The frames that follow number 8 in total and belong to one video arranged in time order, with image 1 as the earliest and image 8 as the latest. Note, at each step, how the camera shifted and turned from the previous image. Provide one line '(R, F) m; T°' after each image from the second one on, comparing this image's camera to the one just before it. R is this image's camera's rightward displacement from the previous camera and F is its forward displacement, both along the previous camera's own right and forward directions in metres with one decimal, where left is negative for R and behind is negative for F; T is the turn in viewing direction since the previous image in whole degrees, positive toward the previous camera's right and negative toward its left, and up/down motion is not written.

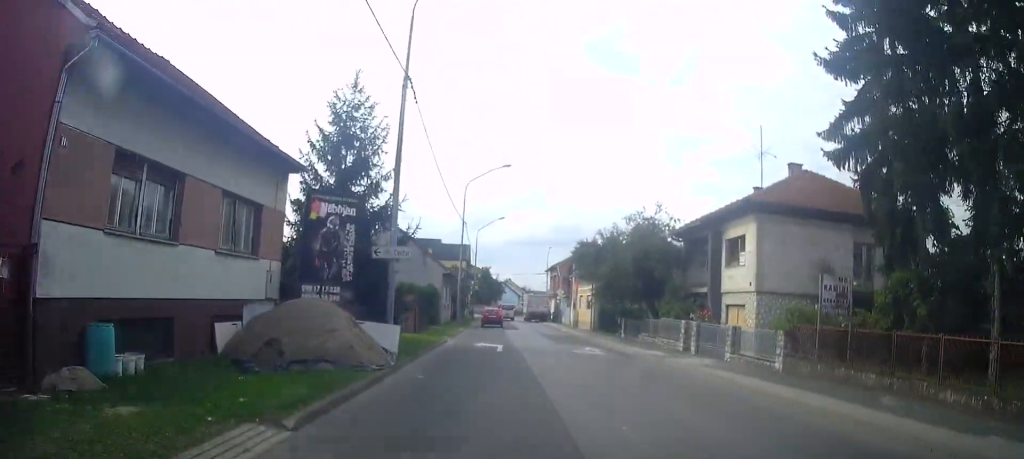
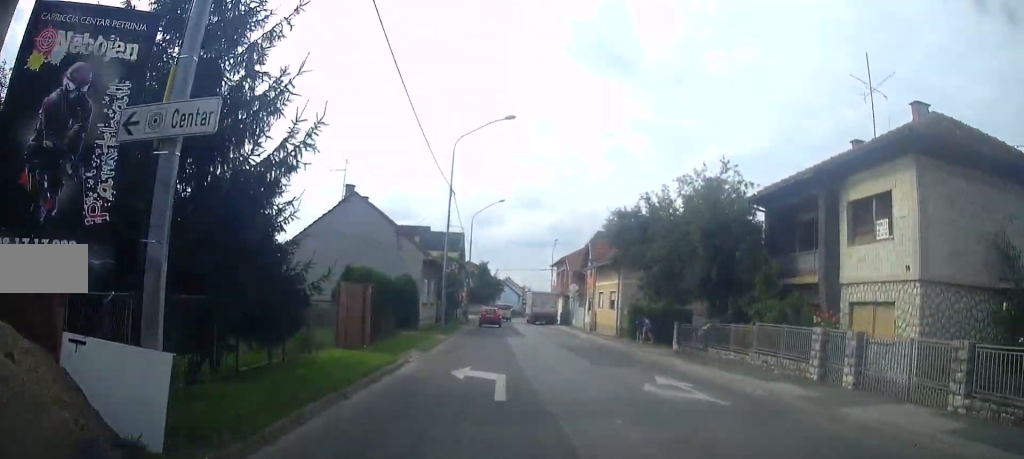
(0.0, +10.6) m; 0°
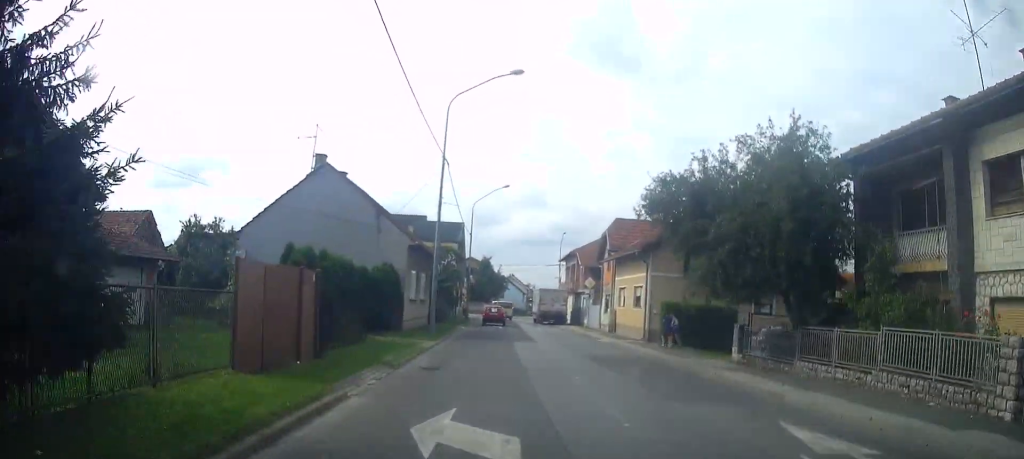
(+0.1, +6.2) m; 0°
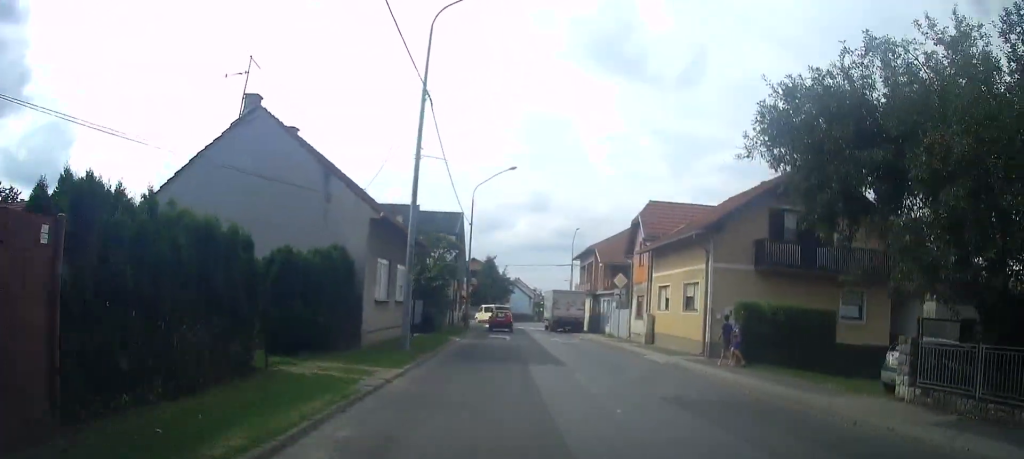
(-0.1, +7.9) m; 0°
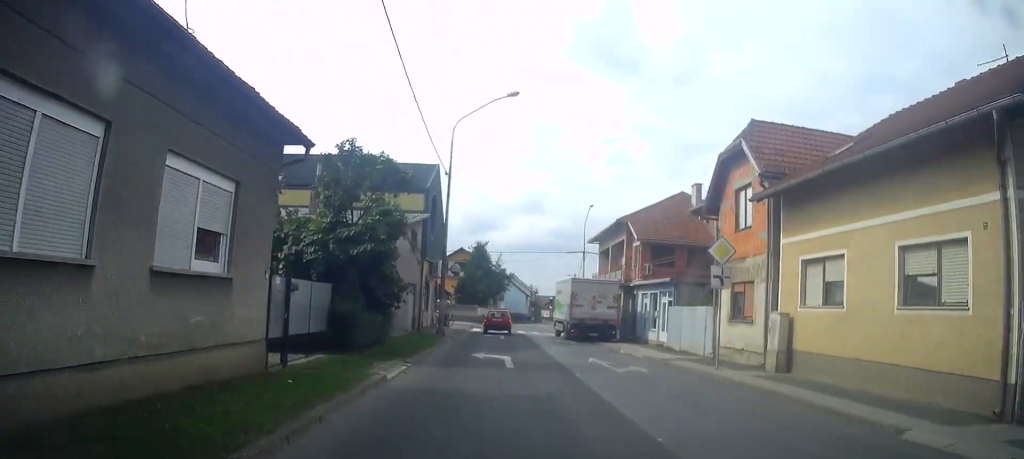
(+0.2, +14.3) m; +2°
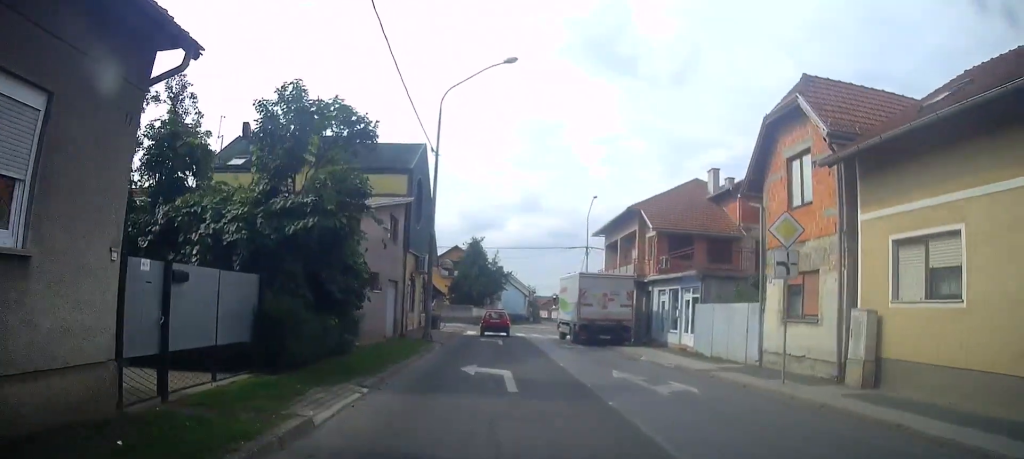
(+0.1, +3.8) m; 0°
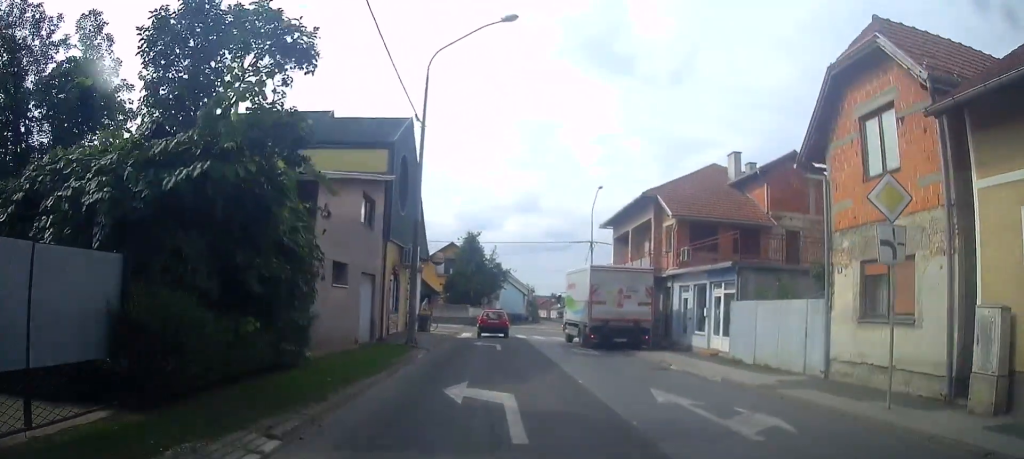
(+0.1, +3.6) m; 0°
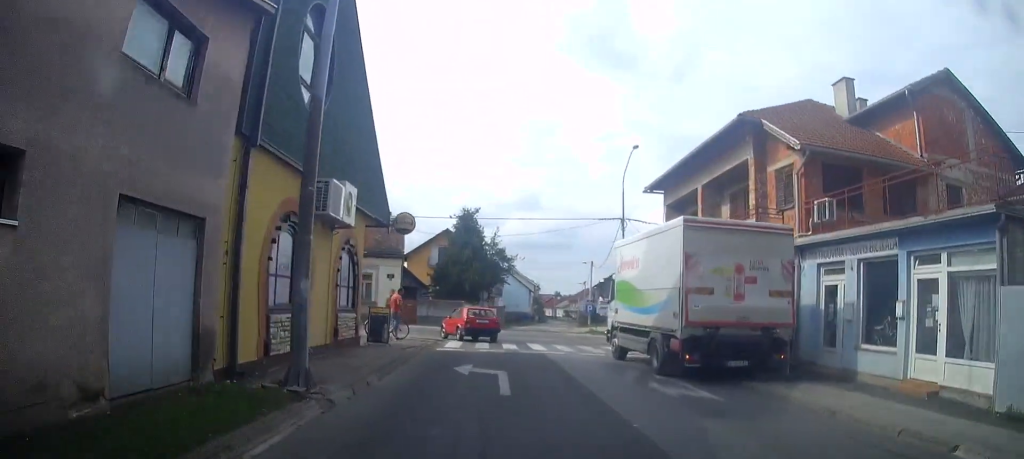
(-0.3, +9.9) m; -5°
